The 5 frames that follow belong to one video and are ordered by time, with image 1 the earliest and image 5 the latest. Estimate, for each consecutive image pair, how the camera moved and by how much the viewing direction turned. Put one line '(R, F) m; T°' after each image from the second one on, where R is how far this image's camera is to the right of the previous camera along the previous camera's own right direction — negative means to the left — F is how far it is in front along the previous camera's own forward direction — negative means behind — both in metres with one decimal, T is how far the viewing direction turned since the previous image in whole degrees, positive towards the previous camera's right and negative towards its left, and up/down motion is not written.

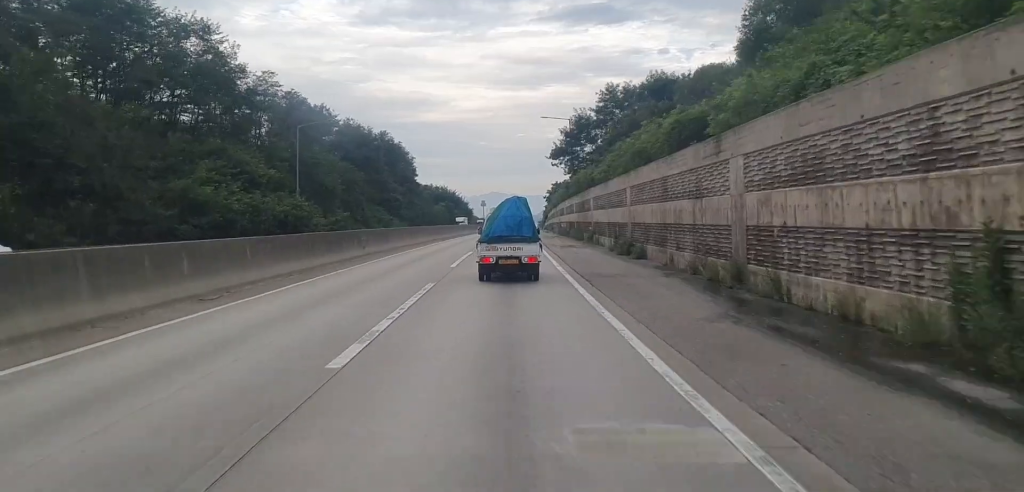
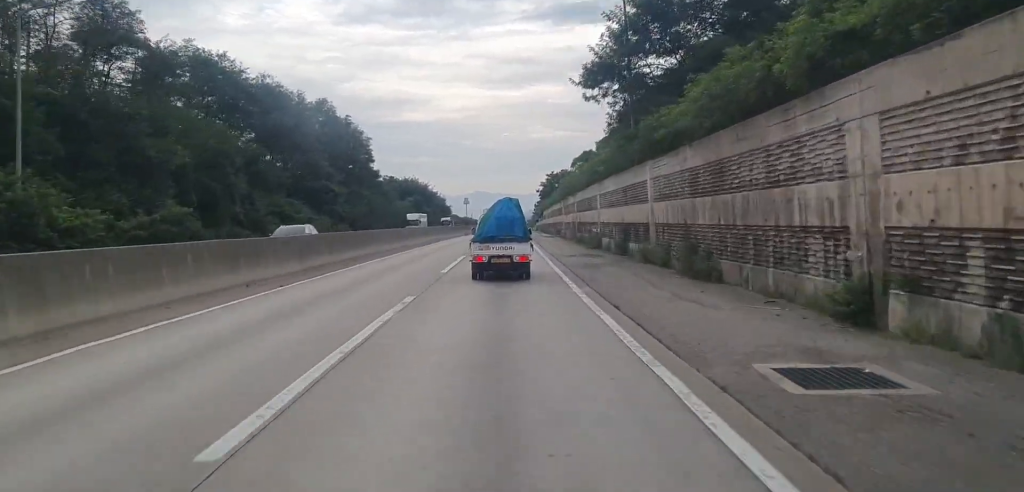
(+0.3, +41.4) m; +1°
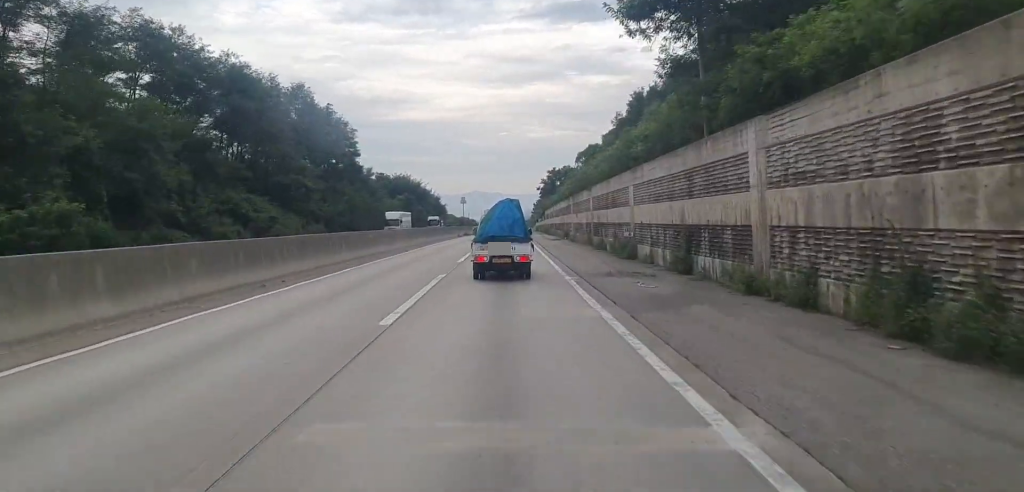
(0.0, +12.8) m; 0°
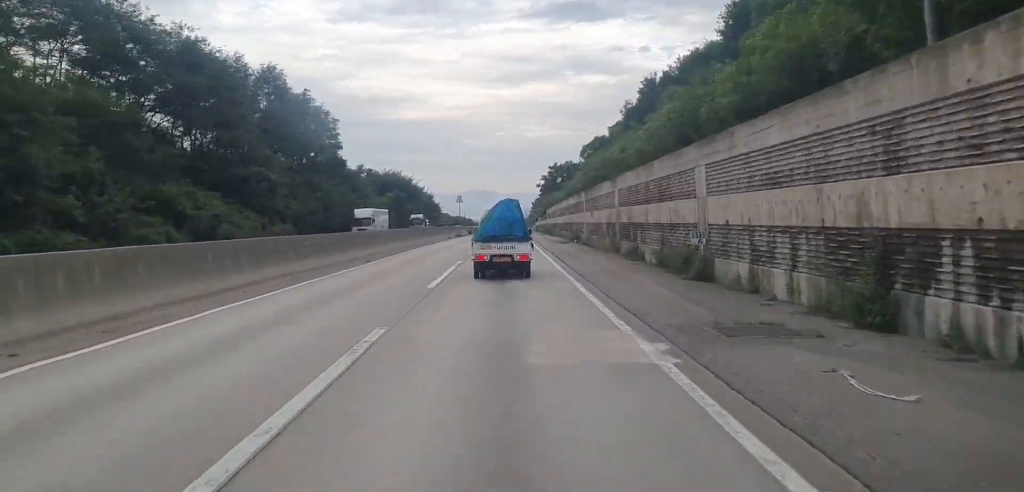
(0.0, +12.4) m; 0°
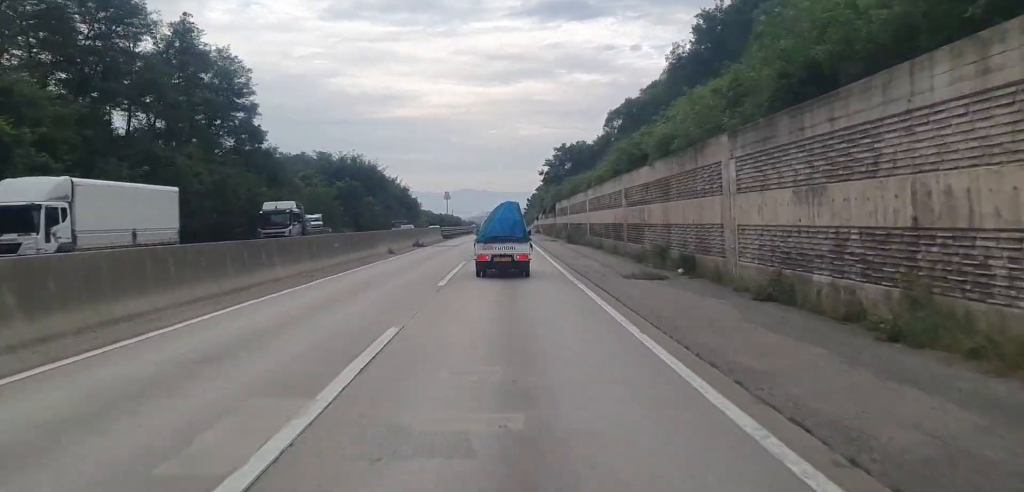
(+0.4, +41.8) m; +1°
